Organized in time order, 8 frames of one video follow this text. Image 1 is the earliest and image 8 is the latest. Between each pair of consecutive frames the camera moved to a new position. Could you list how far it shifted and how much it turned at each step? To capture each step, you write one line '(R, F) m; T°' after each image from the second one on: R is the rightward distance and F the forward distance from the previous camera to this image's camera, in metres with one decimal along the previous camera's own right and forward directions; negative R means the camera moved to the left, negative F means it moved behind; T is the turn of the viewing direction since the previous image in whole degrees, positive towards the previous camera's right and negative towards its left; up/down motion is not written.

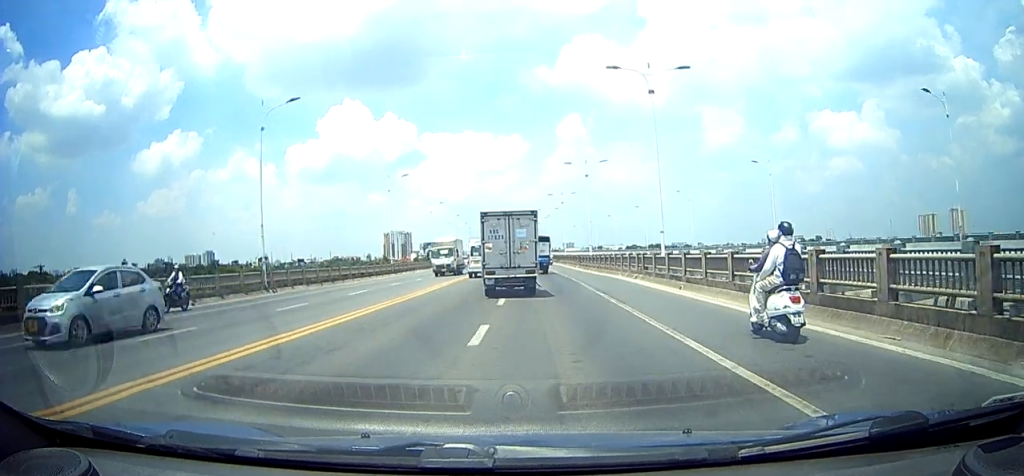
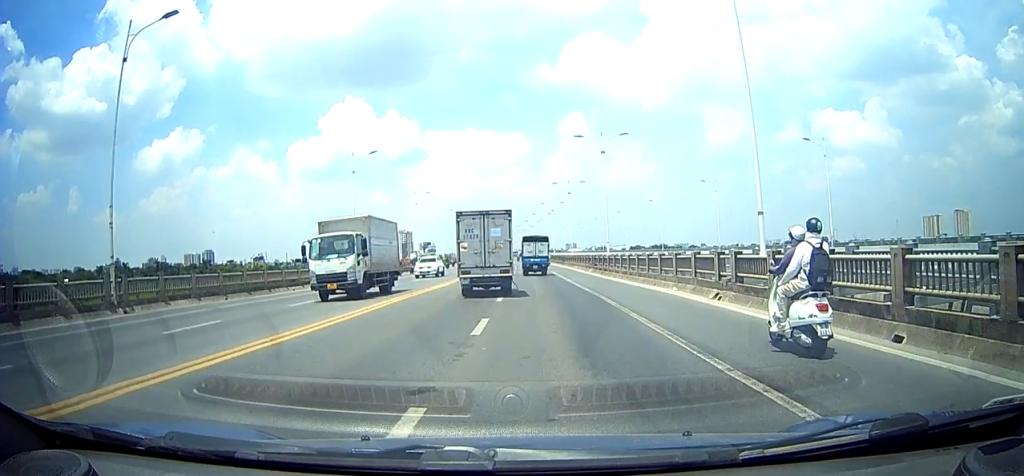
(-0.3, +12.1) m; -1°
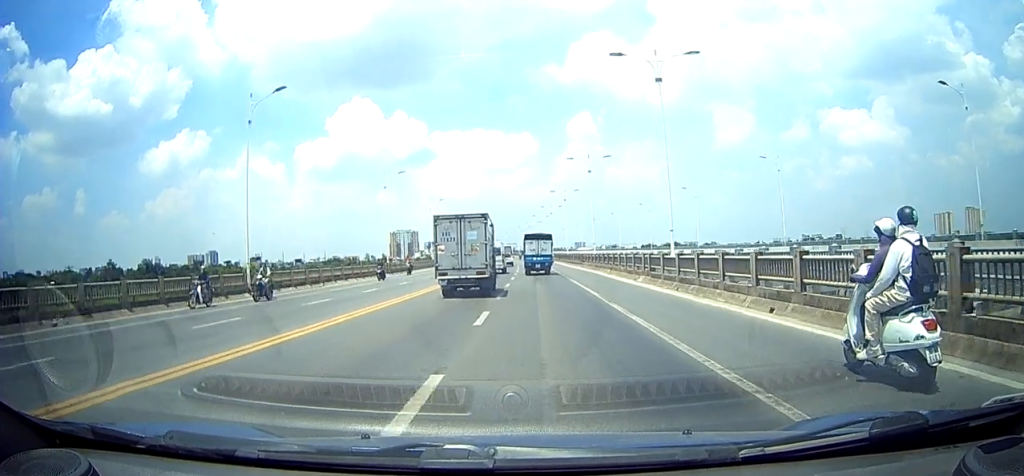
(-0.1, +19.8) m; -1°
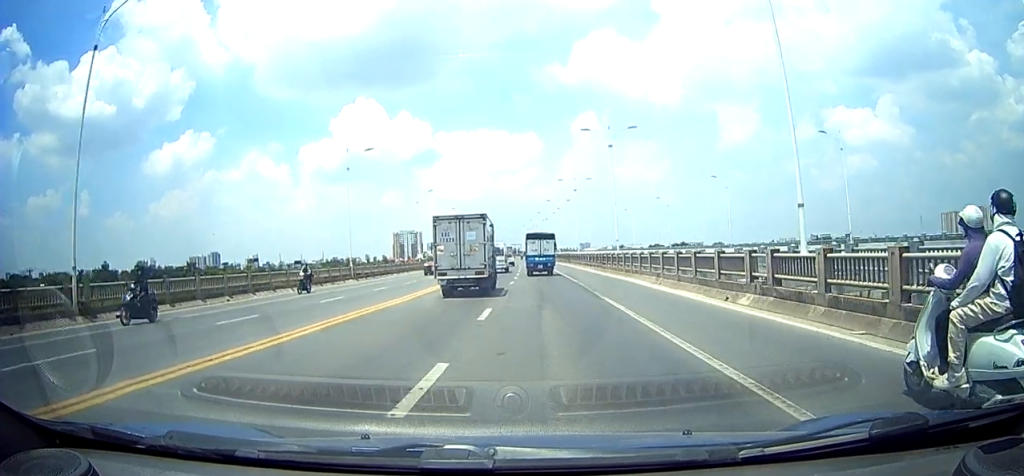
(0.0, +12.7) m; 0°
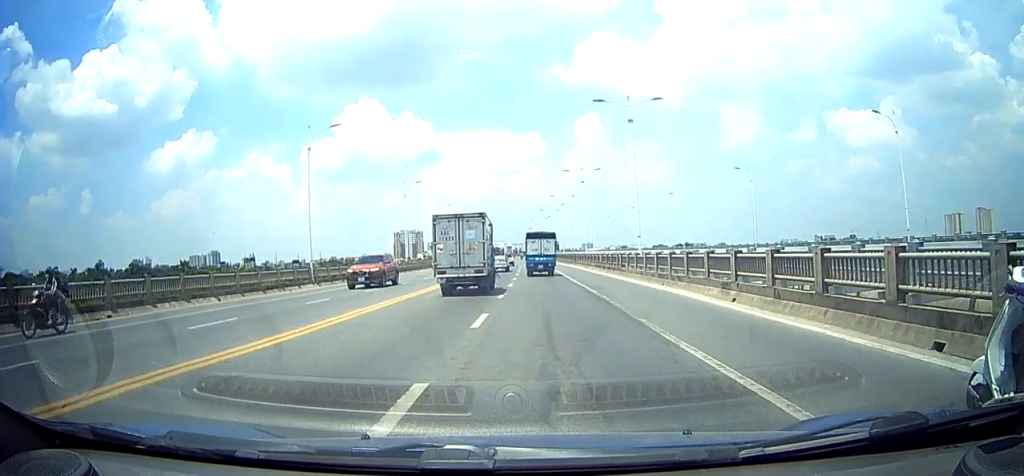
(0.0, +7.7) m; 0°
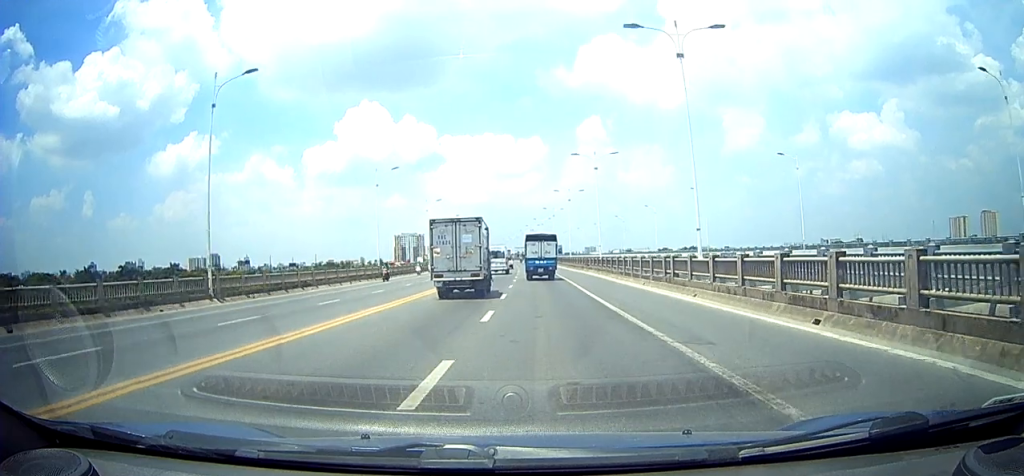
(-0.1, +13.4) m; -1°
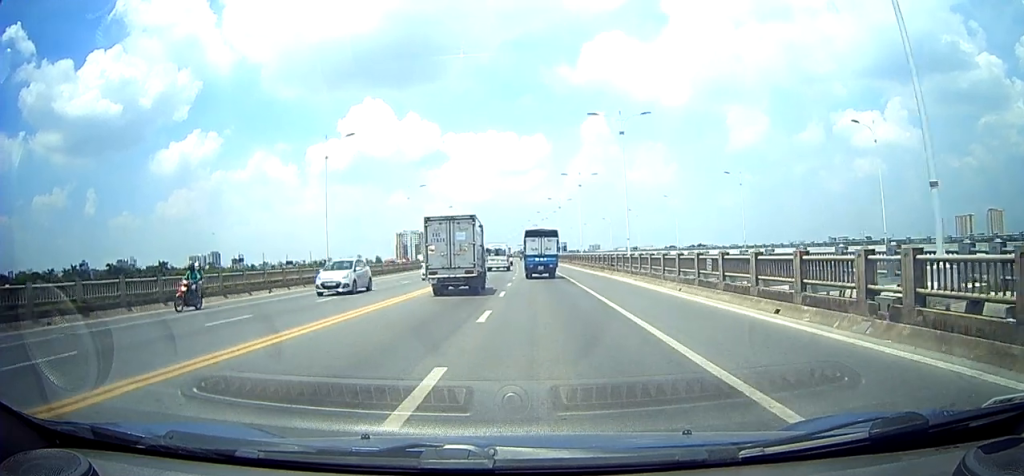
(0.0, +14.7) m; -1°
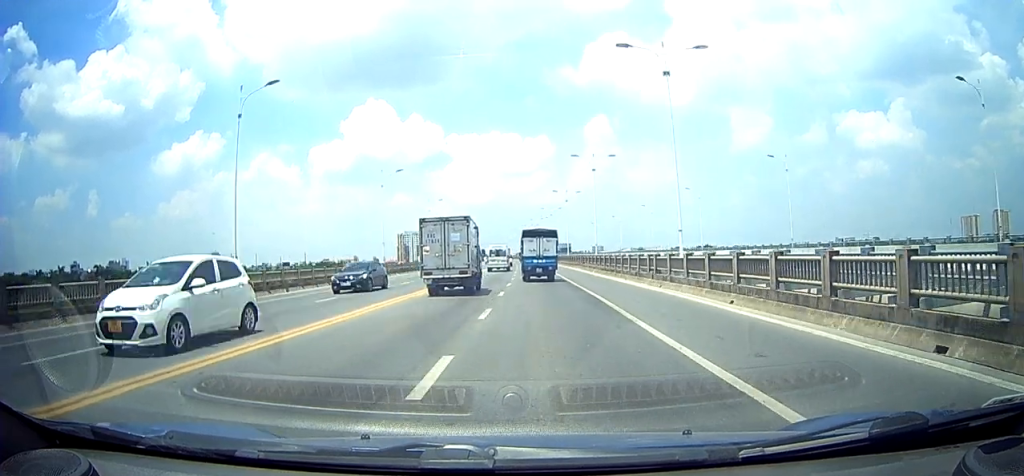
(-0.1, +14.5) m; 0°
